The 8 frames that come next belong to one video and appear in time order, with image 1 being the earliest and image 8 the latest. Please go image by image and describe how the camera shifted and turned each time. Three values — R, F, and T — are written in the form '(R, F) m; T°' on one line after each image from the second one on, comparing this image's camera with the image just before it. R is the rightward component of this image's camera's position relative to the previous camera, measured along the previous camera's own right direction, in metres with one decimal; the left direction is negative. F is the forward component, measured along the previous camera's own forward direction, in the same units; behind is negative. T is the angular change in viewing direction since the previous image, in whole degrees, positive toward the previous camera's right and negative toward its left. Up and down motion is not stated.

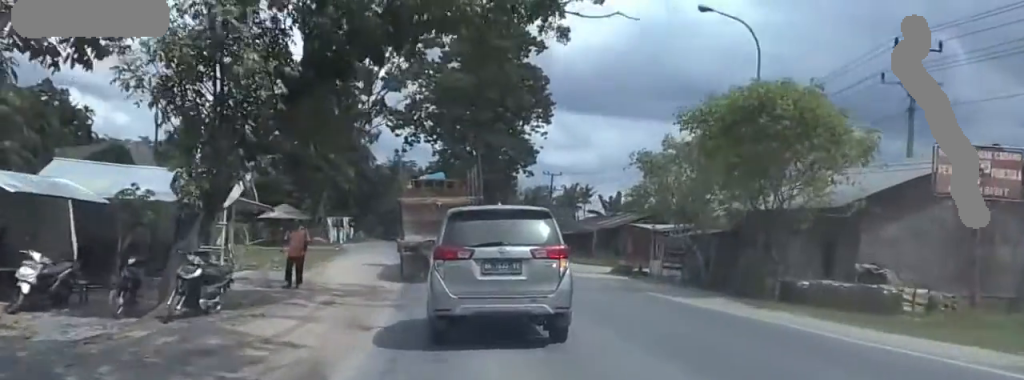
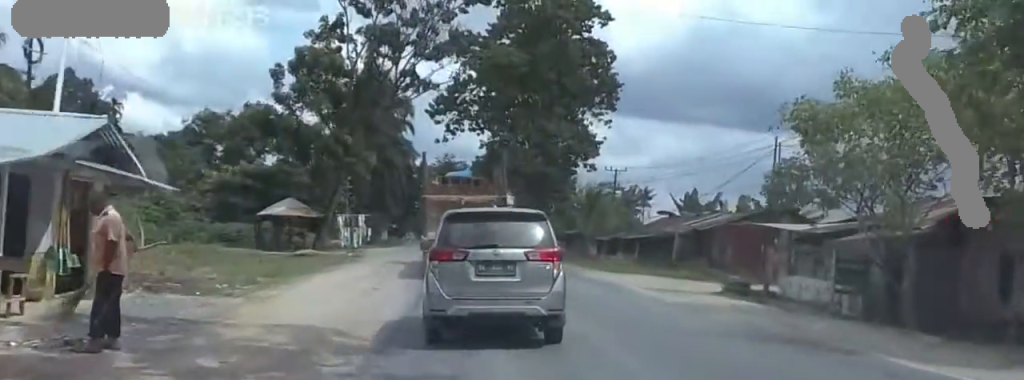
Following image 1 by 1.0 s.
(-0.3, +11.5) m; -1°
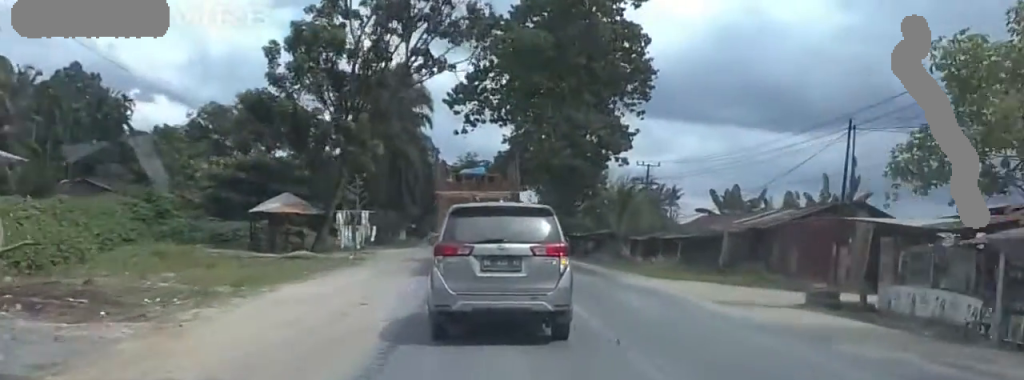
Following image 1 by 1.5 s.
(-0.1, +5.3) m; 0°
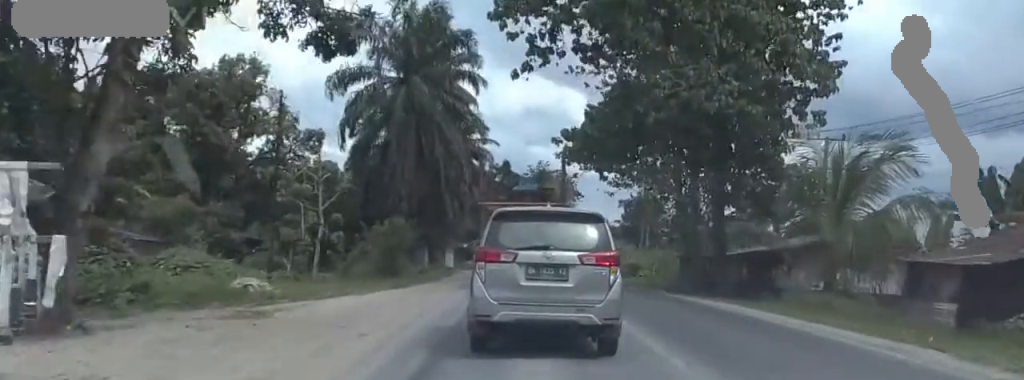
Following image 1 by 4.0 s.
(+1.2, +27.9) m; +8°
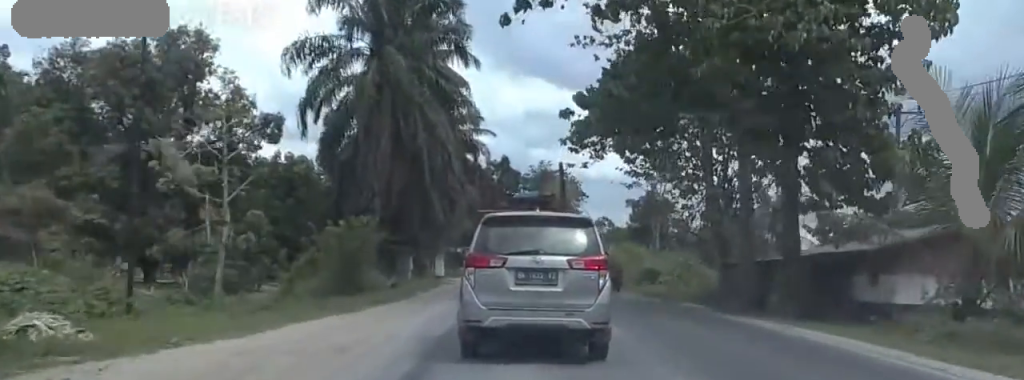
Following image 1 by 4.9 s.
(+0.3, +9.3) m; -1°
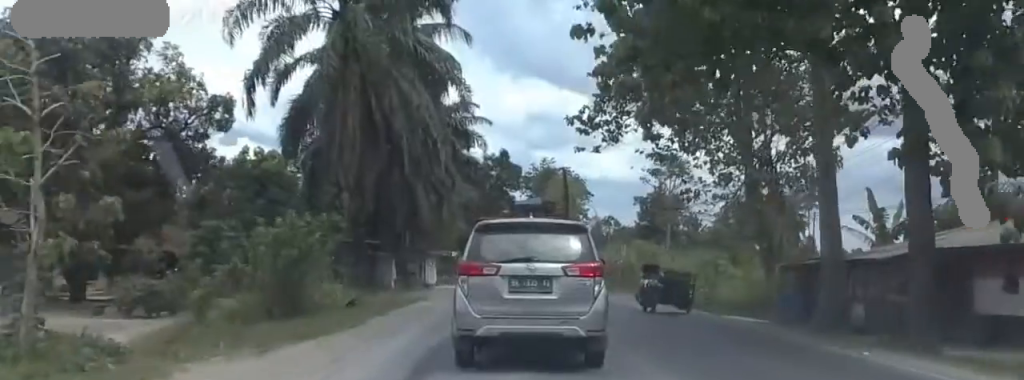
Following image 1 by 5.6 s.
(-0.1, +8.0) m; -4°
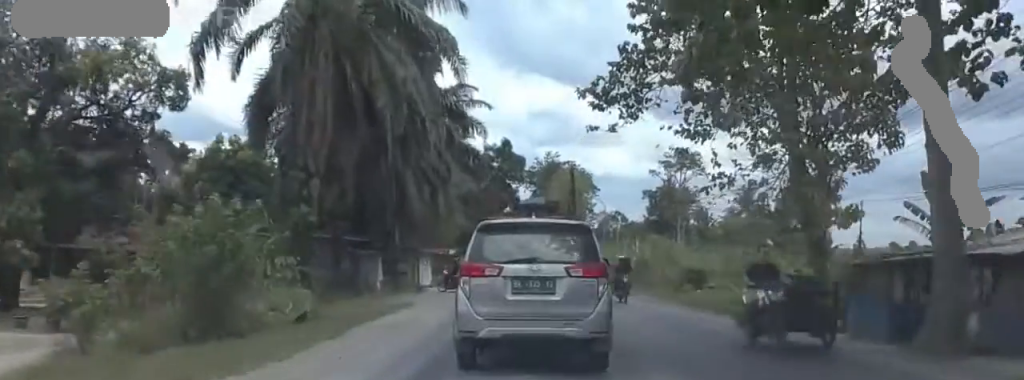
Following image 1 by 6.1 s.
(-0.5, +5.8) m; -2°
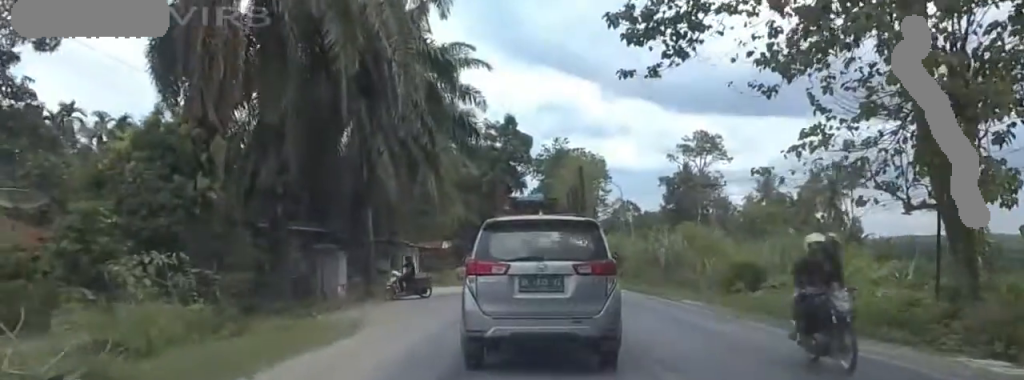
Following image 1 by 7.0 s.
(0.0, +9.8) m; -1°
